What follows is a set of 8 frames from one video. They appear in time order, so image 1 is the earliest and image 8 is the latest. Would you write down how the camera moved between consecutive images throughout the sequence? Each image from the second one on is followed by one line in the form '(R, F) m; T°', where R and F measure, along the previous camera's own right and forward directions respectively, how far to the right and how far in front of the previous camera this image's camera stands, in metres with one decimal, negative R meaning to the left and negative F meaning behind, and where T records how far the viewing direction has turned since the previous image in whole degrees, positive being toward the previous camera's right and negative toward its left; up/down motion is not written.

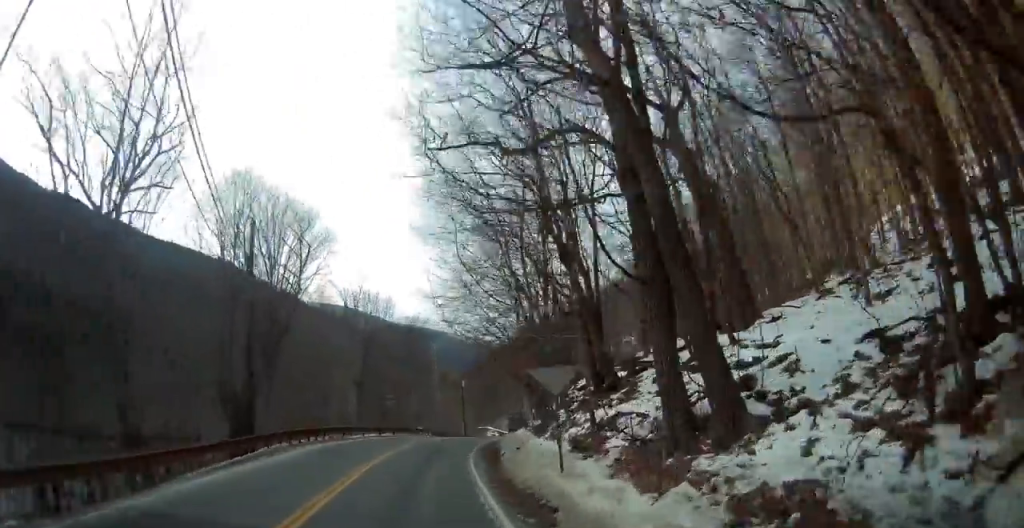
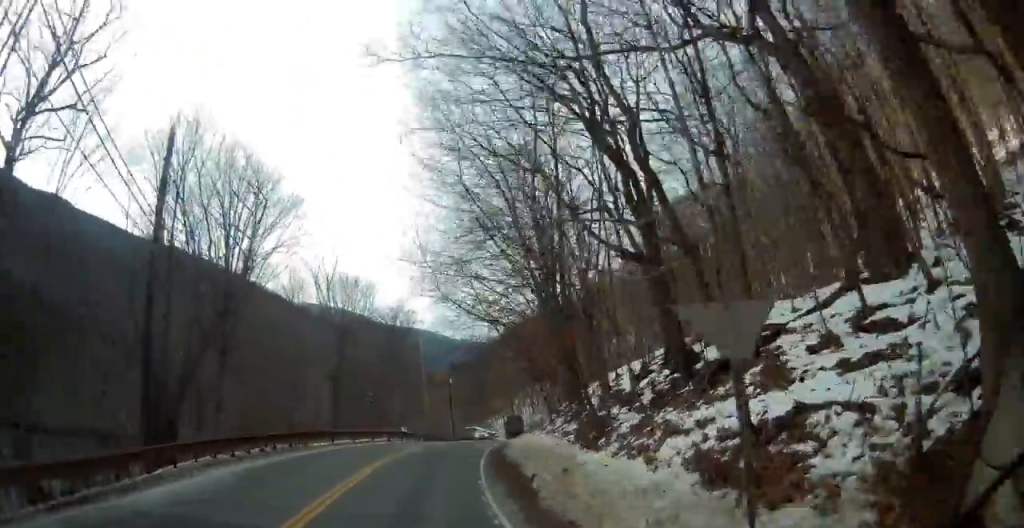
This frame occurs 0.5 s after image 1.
(0.0, +7.7) m; +3°
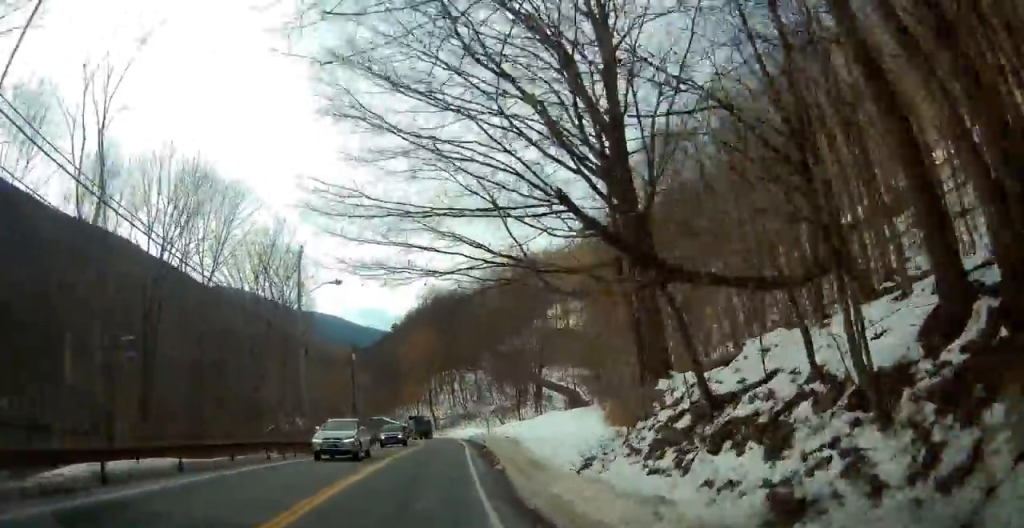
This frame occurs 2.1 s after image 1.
(+2.6, +24.6) m; +11°
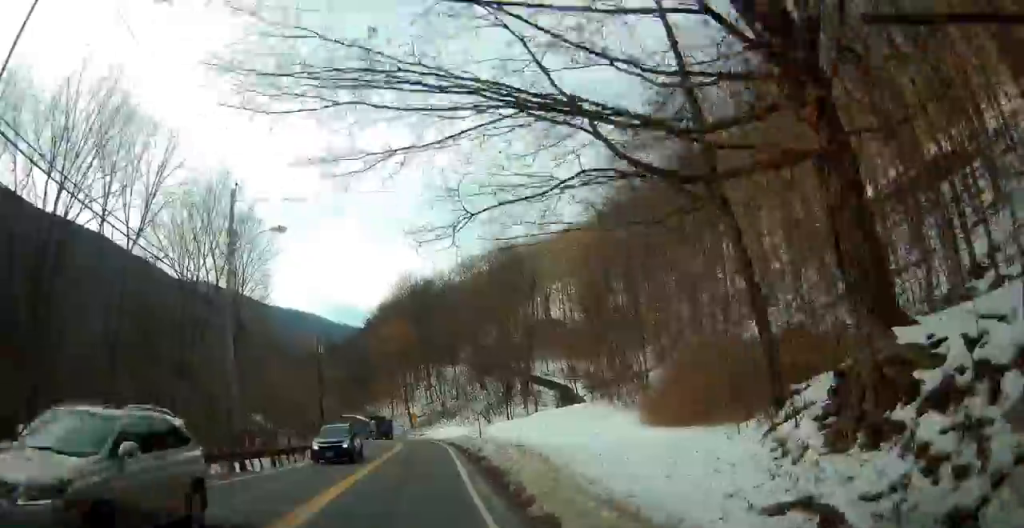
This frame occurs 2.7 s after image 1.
(0.0, +8.4) m; +1°
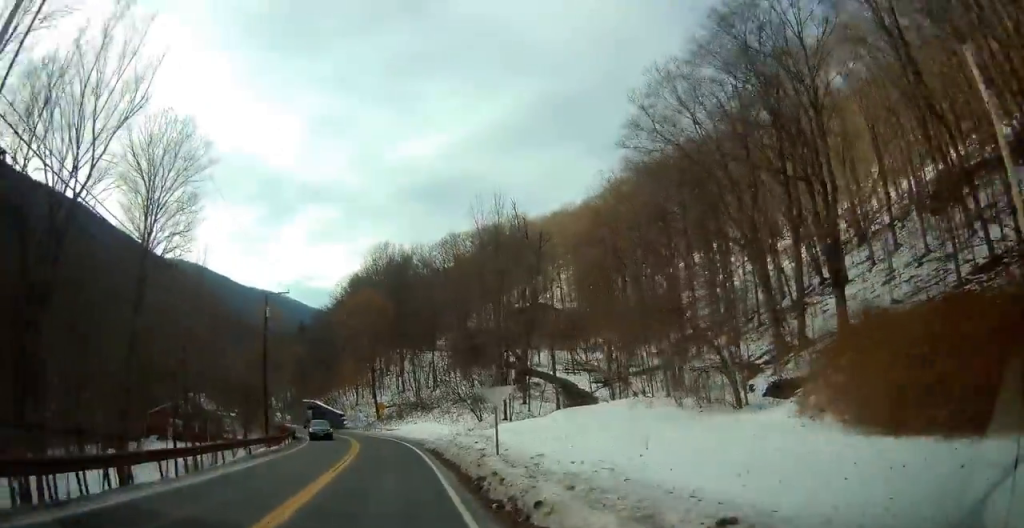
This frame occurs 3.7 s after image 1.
(+0.2, +14.6) m; +2°
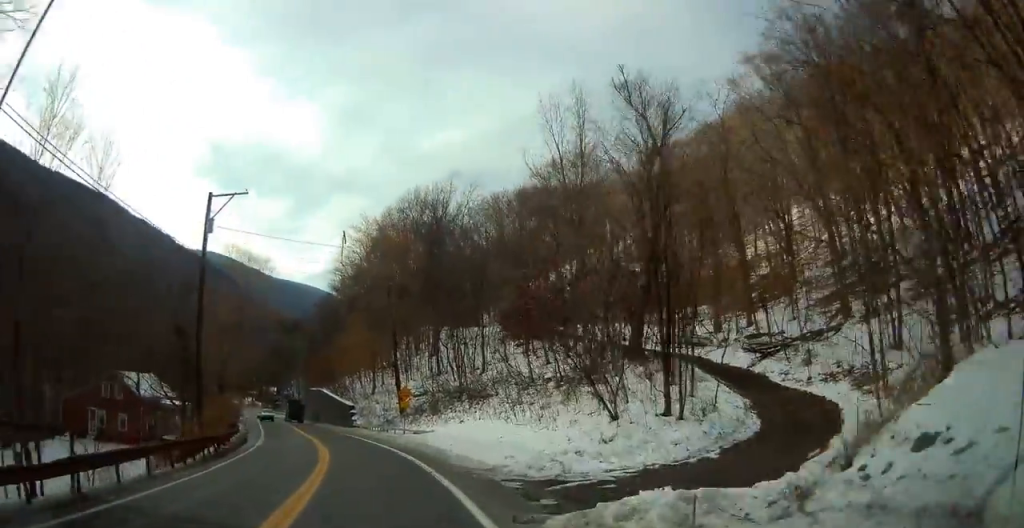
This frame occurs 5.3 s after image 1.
(0.0, +23.8) m; -4°
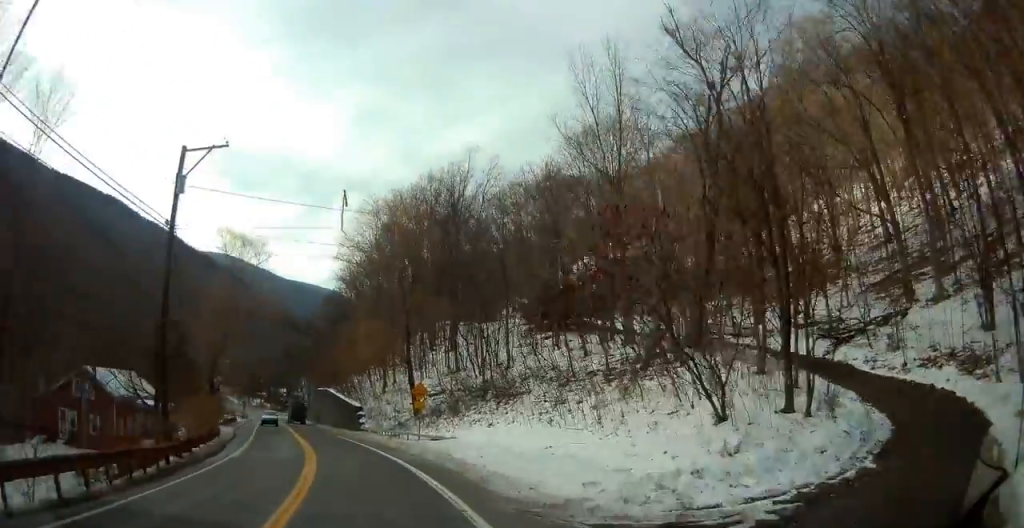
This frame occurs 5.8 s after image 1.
(-0.3, +6.5) m; -2°
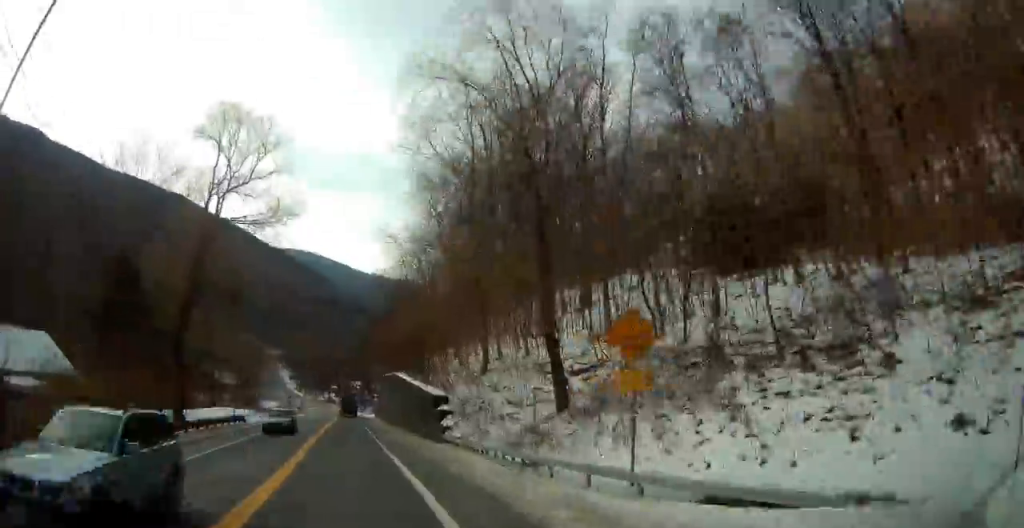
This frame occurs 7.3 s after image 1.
(-0.8, +23.2) m; -6°
